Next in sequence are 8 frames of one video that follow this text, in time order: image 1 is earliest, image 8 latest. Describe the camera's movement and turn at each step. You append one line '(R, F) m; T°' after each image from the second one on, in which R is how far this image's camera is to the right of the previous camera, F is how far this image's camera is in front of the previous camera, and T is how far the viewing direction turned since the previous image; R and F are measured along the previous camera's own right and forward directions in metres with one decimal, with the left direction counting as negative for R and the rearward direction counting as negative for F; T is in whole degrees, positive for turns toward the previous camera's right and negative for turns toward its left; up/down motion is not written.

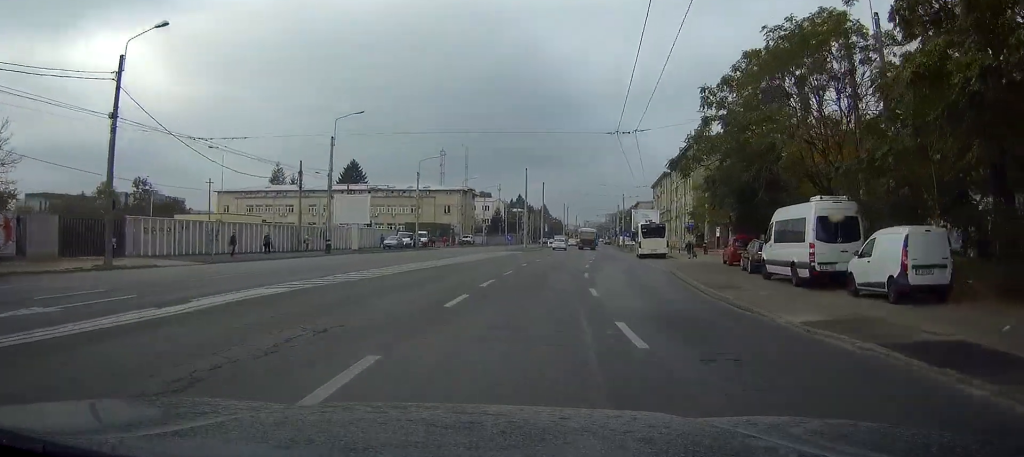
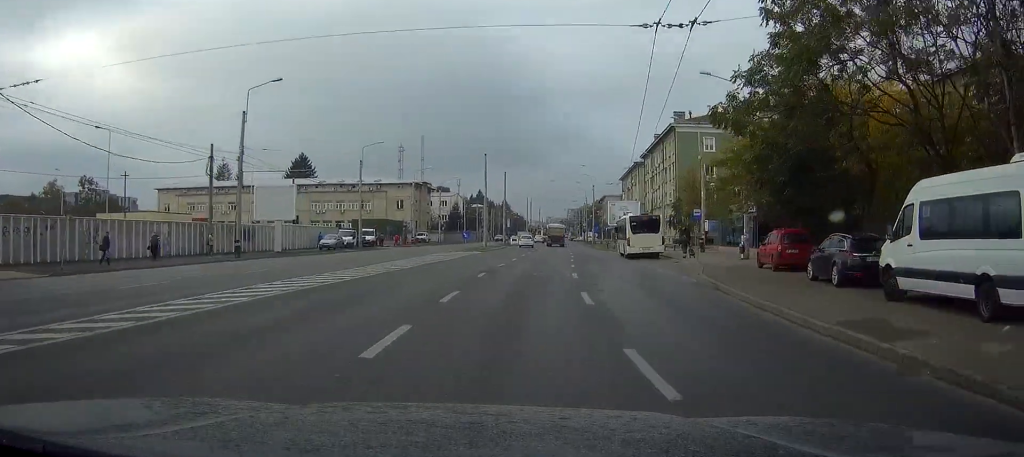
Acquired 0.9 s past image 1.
(+0.2, +11.7) m; +2°
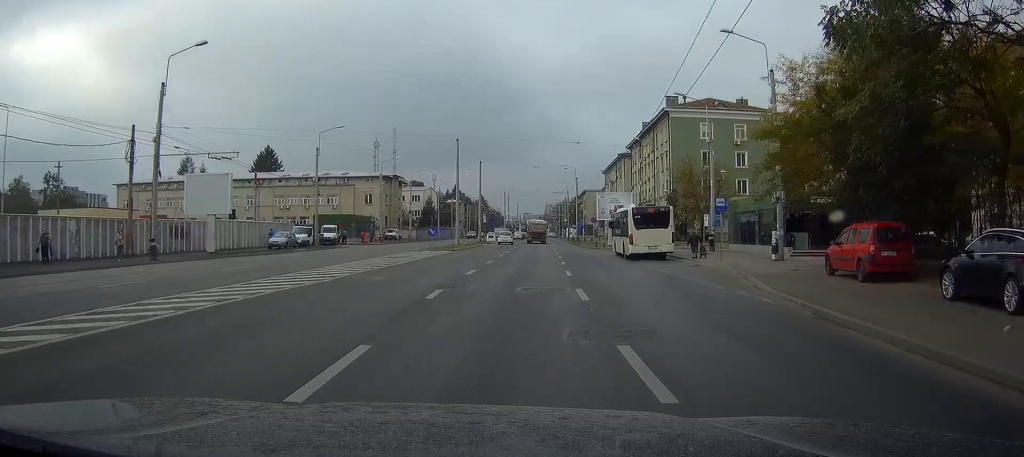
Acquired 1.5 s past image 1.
(+0.1, +8.9) m; +2°
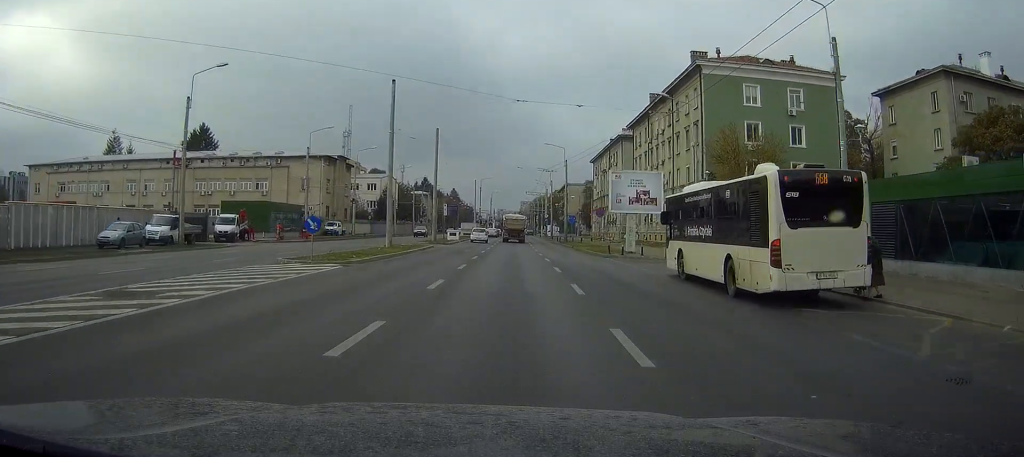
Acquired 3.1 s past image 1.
(+0.7, +24.3) m; +2°
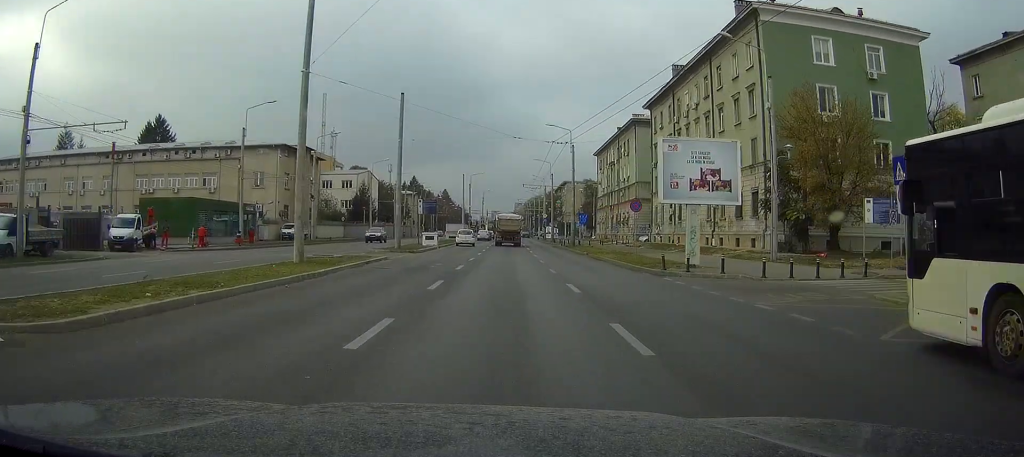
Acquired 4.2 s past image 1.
(+0.2, +16.7) m; +1°
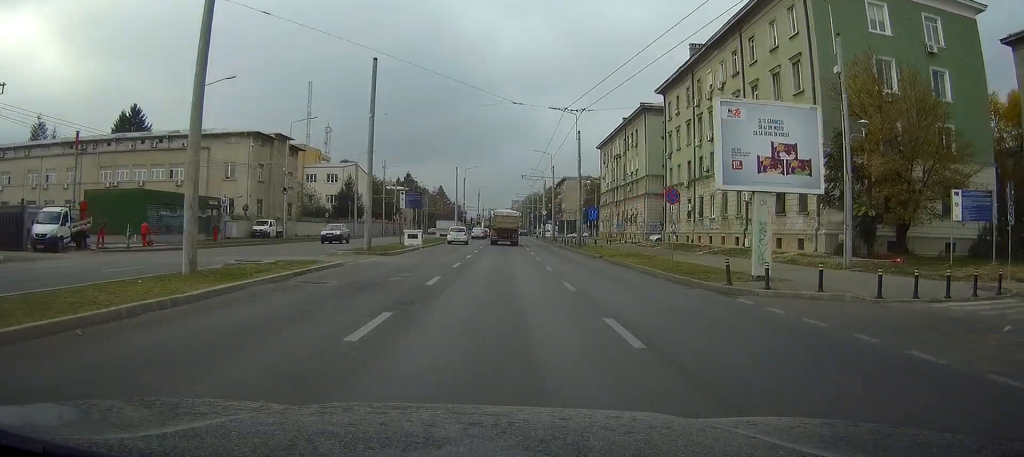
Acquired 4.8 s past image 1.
(0.0, +8.5) m; 0°
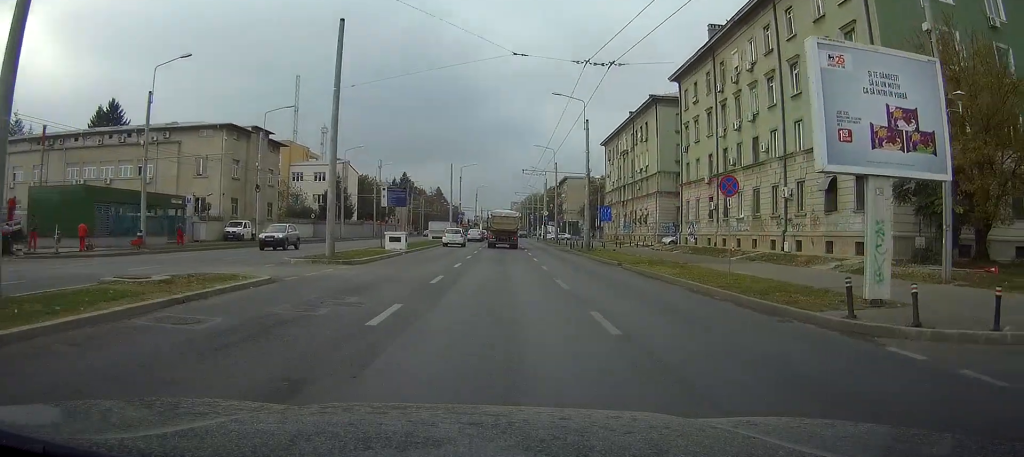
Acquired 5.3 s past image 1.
(0.0, +7.4) m; 0°
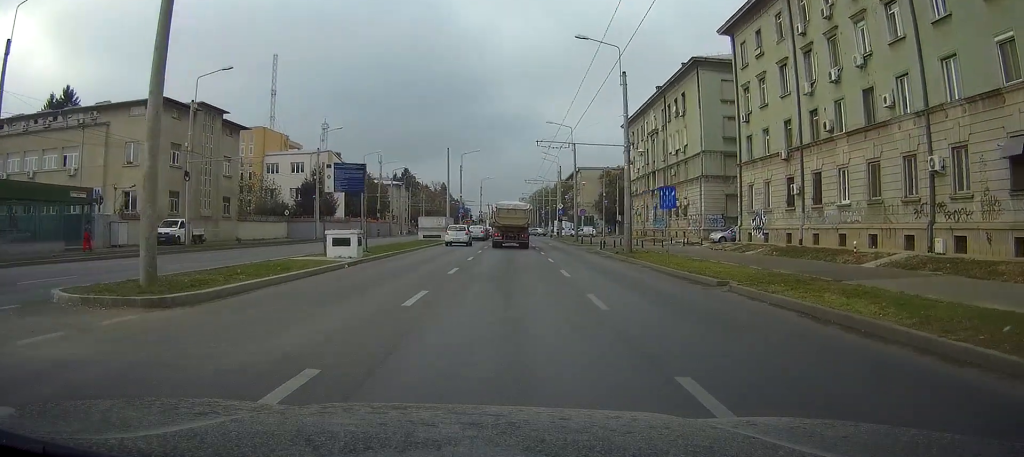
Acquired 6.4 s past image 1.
(-0.1, +15.6) m; -1°
